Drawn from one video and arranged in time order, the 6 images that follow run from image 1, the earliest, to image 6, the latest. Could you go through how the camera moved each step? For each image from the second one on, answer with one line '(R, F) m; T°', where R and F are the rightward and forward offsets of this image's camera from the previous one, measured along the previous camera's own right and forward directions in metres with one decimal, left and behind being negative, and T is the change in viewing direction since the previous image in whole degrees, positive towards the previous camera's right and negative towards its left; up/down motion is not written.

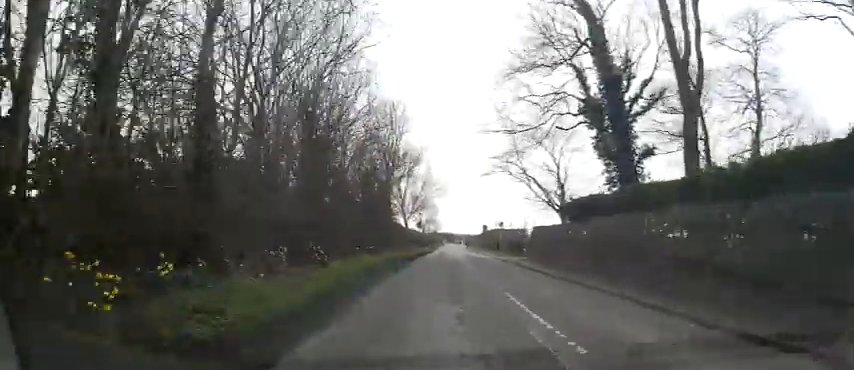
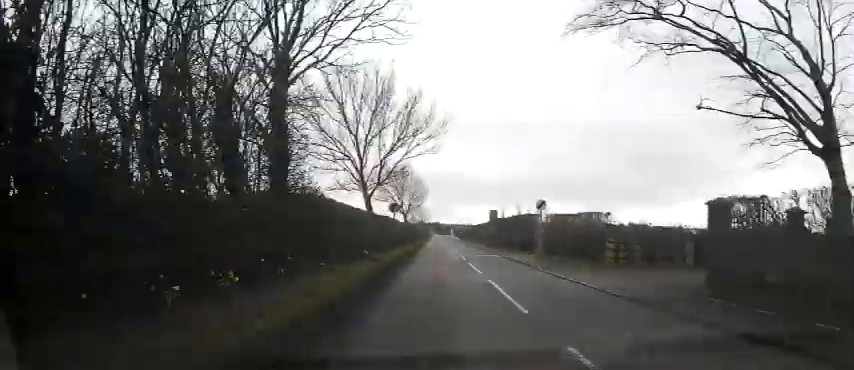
(+0.3, +23.5) m; +1°
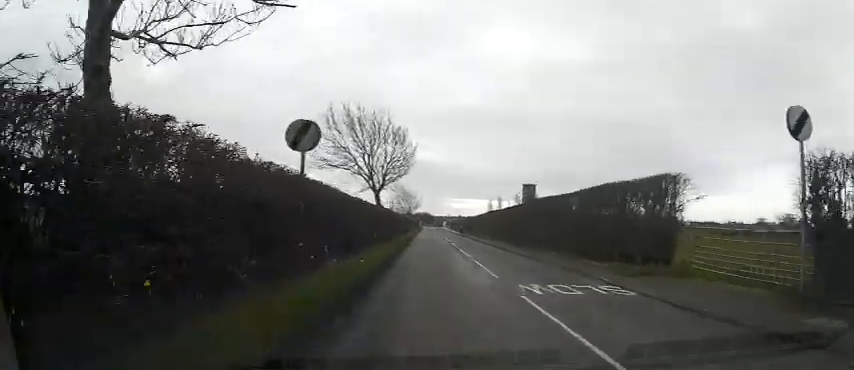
(+0.2, +23.0) m; +1°
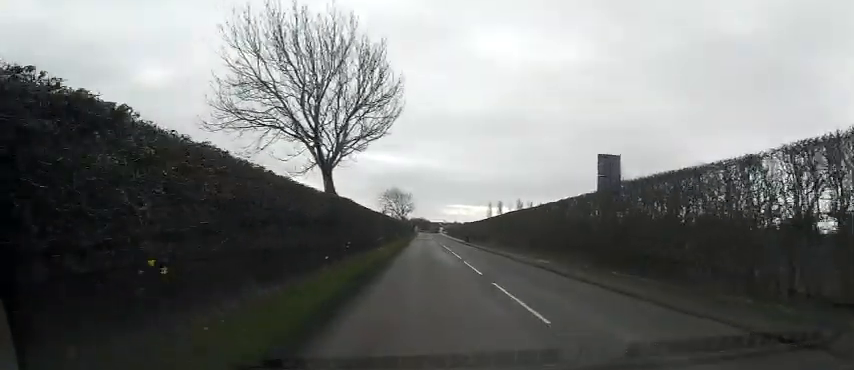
(+0.1, +14.8) m; +1°
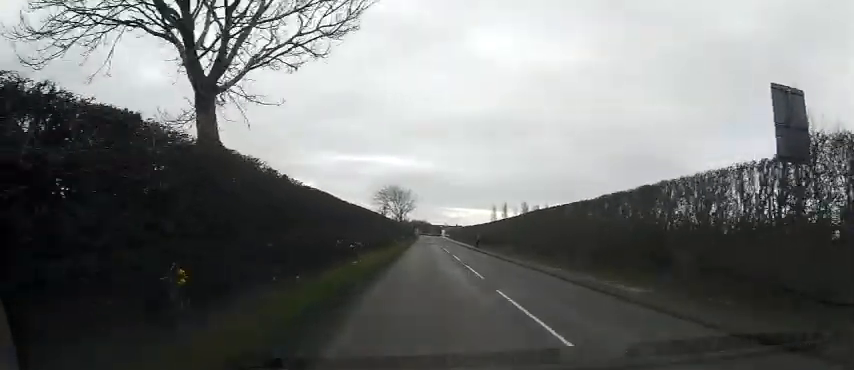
(0.0, +9.6) m; 0°
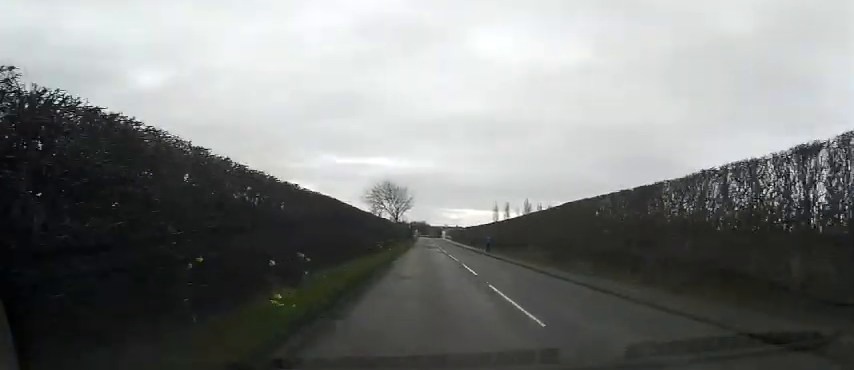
(0.0, +7.5) m; 0°
